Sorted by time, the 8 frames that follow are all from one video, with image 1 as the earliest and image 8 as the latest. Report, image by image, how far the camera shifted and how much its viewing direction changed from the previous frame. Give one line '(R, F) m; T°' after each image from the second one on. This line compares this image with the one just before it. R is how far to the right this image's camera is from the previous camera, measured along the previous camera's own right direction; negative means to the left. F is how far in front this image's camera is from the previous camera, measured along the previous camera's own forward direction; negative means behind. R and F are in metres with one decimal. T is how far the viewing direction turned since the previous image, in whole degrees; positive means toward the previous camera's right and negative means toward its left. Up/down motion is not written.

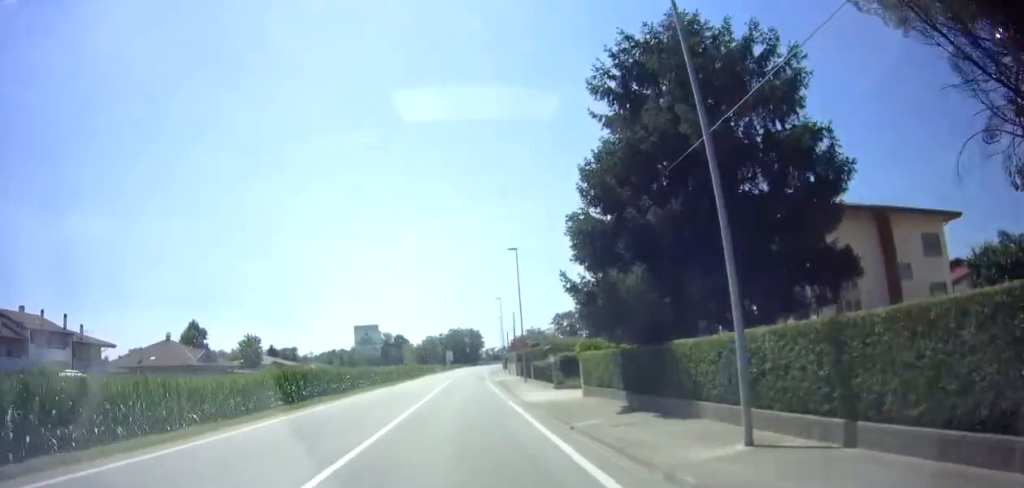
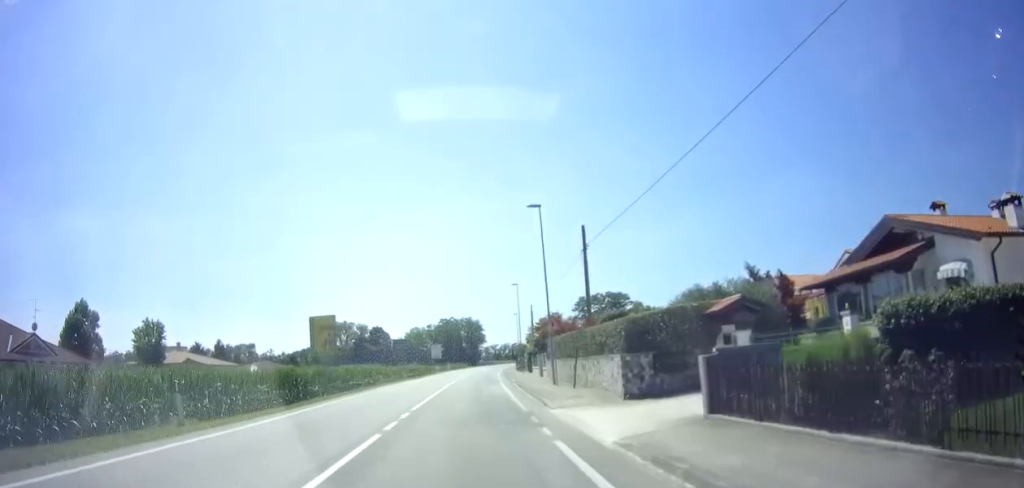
(+0.2, +38.2) m; +1°
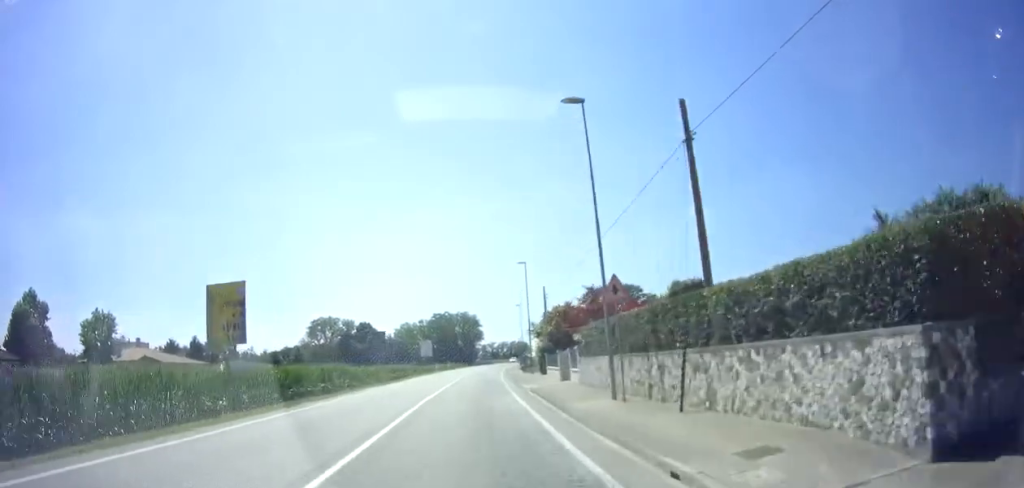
(-0.3, +11.6) m; +1°
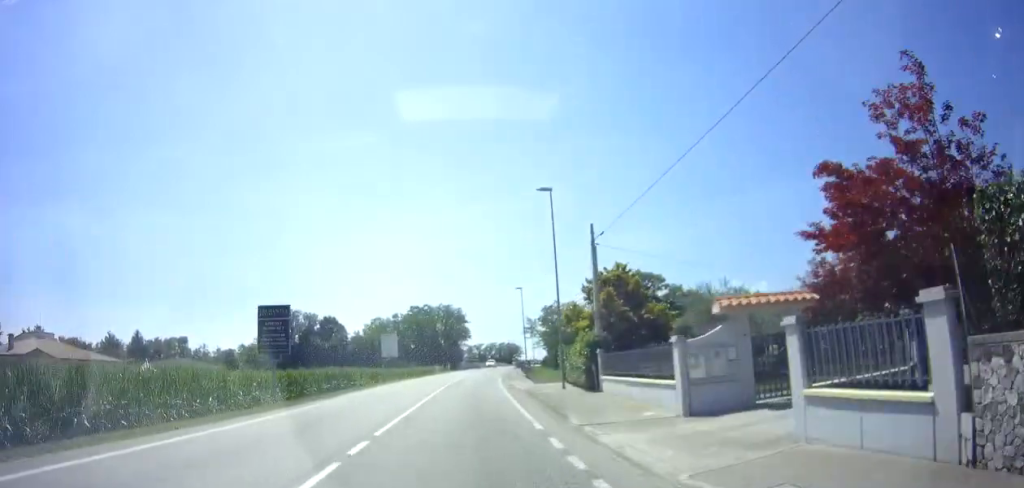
(+0.6, +20.4) m; +2°
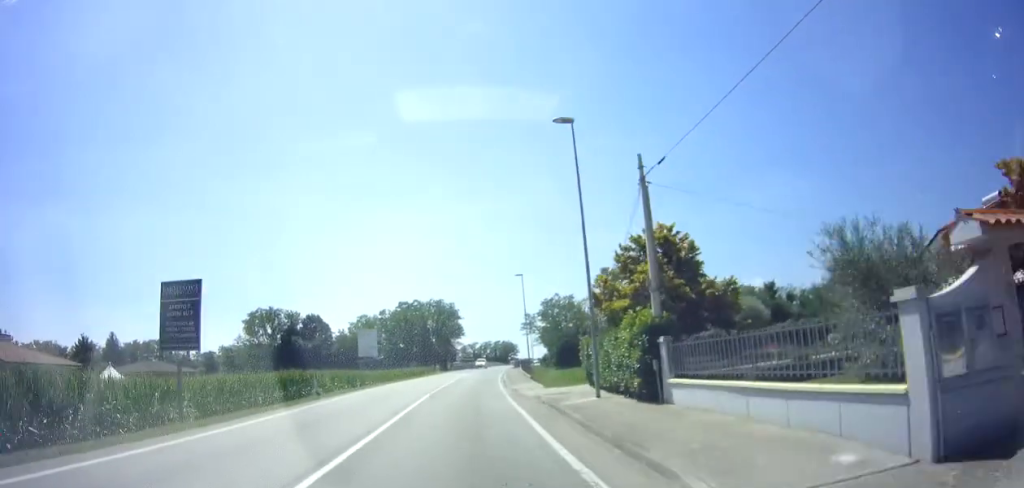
(0.0, +7.3) m; 0°
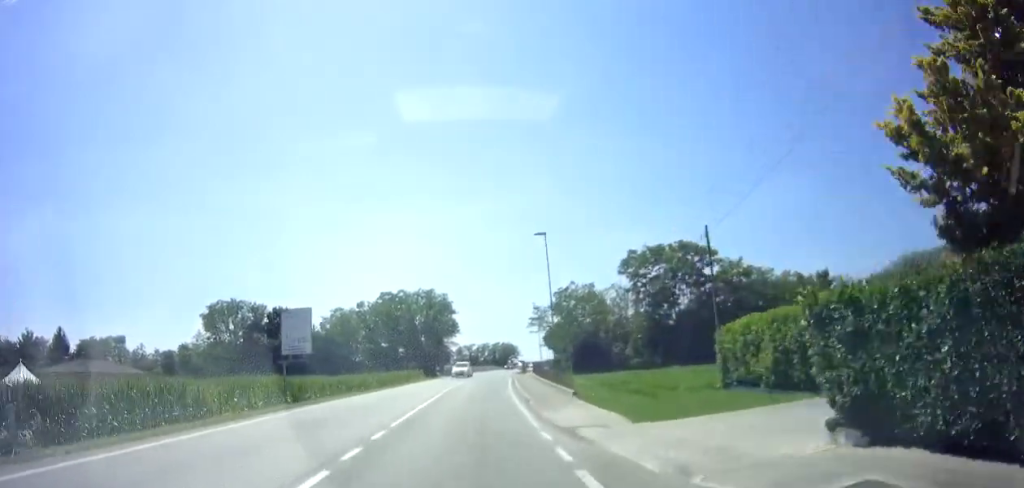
(0.0, +15.7) m; +2°
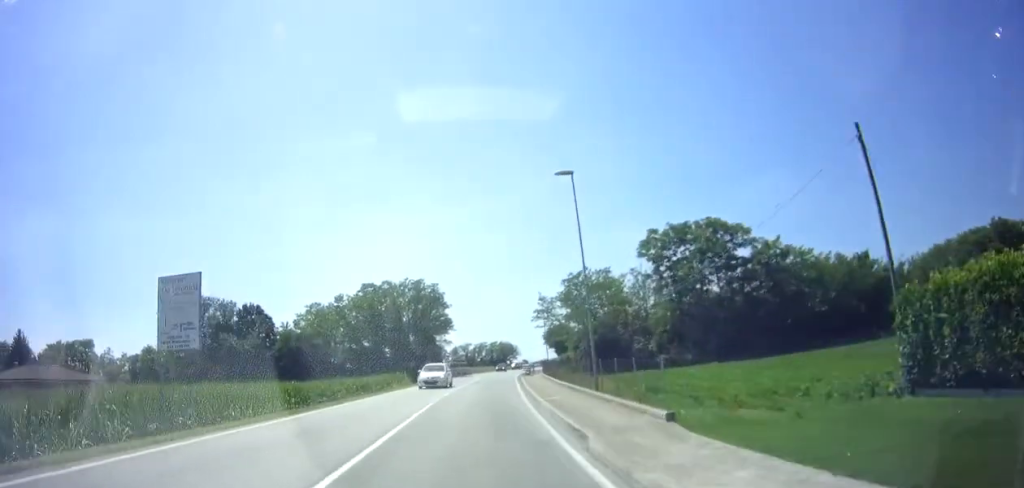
(+0.2, +9.9) m; +1°
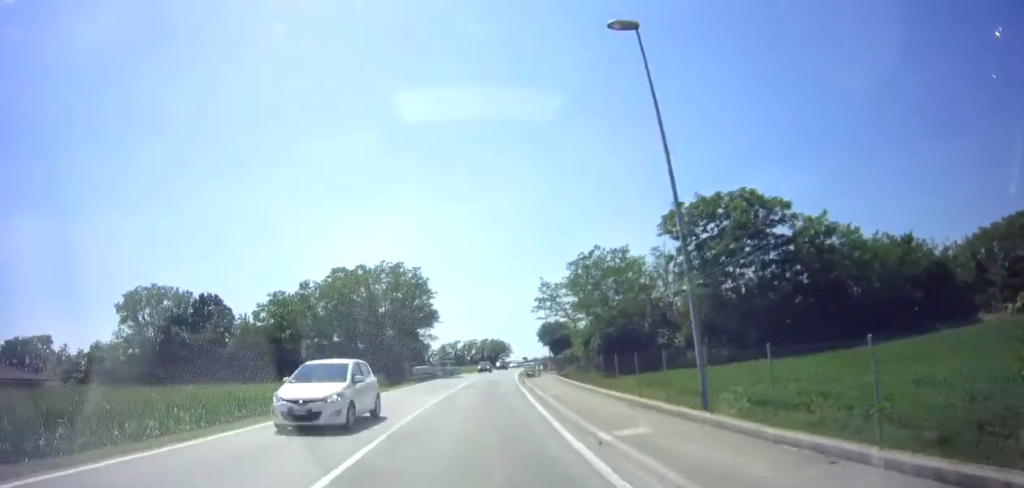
(+0.2, +10.4) m; +1°
